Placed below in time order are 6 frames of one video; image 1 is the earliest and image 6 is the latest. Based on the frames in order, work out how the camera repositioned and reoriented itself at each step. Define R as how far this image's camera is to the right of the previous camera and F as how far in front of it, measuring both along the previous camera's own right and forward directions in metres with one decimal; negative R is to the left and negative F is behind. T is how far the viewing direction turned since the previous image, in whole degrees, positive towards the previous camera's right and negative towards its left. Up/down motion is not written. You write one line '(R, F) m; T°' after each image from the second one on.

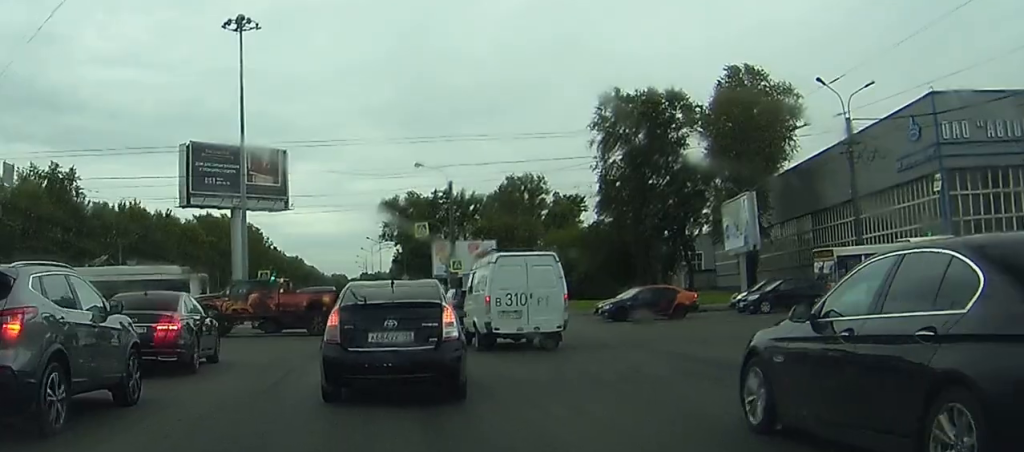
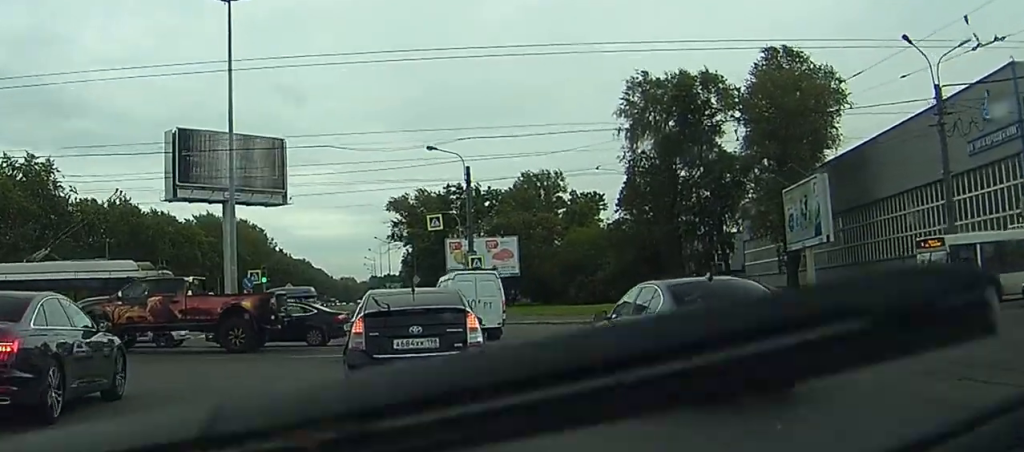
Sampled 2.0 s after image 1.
(+0.1, +9.9) m; 0°
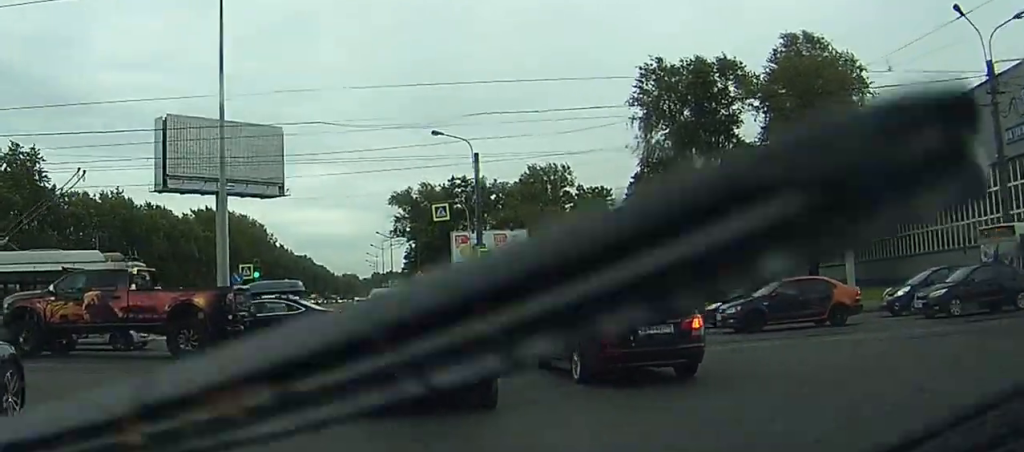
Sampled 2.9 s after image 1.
(0.0, +4.6) m; 0°
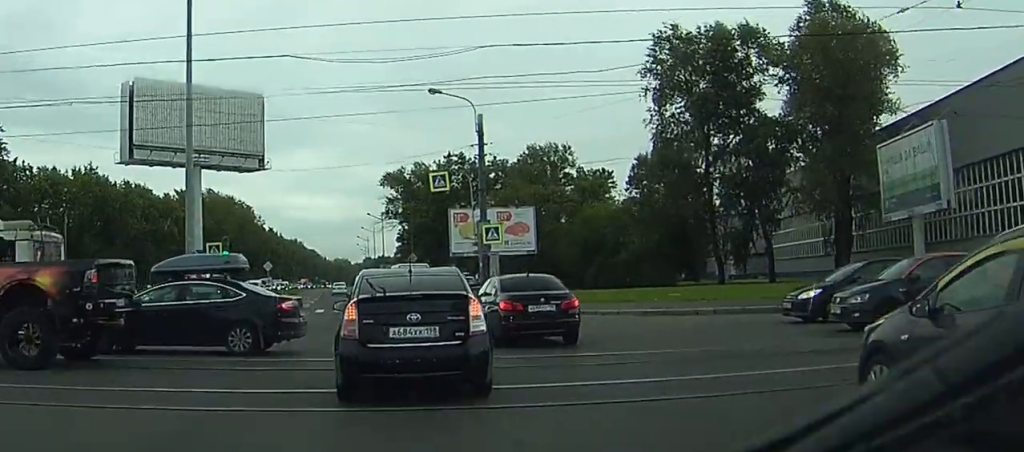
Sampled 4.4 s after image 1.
(0.0, +7.6) m; +1°
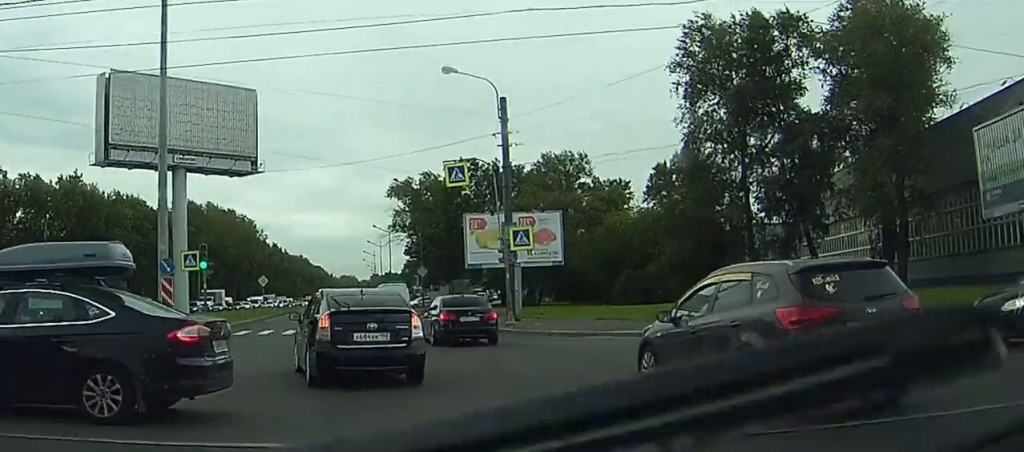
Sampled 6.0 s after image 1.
(+0.1, +8.0) m; +1°
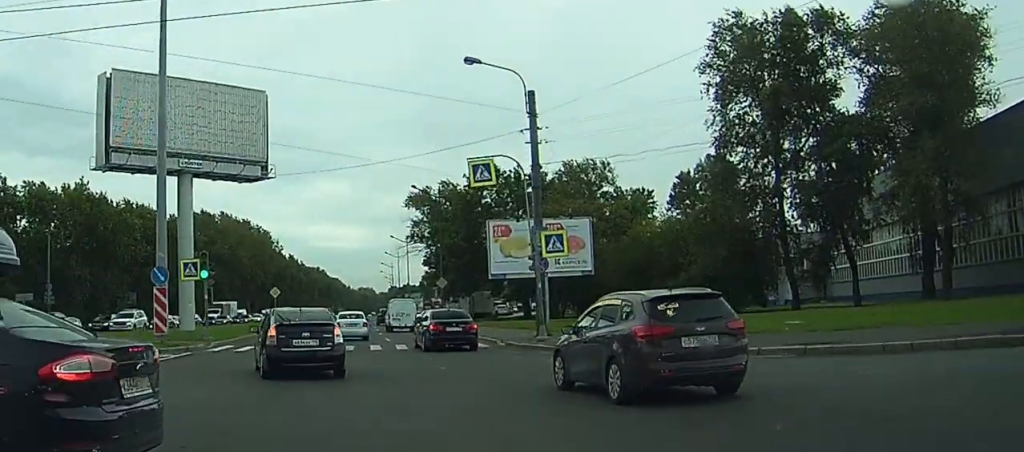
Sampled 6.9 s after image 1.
(0.0, +4.3) m; 0°
